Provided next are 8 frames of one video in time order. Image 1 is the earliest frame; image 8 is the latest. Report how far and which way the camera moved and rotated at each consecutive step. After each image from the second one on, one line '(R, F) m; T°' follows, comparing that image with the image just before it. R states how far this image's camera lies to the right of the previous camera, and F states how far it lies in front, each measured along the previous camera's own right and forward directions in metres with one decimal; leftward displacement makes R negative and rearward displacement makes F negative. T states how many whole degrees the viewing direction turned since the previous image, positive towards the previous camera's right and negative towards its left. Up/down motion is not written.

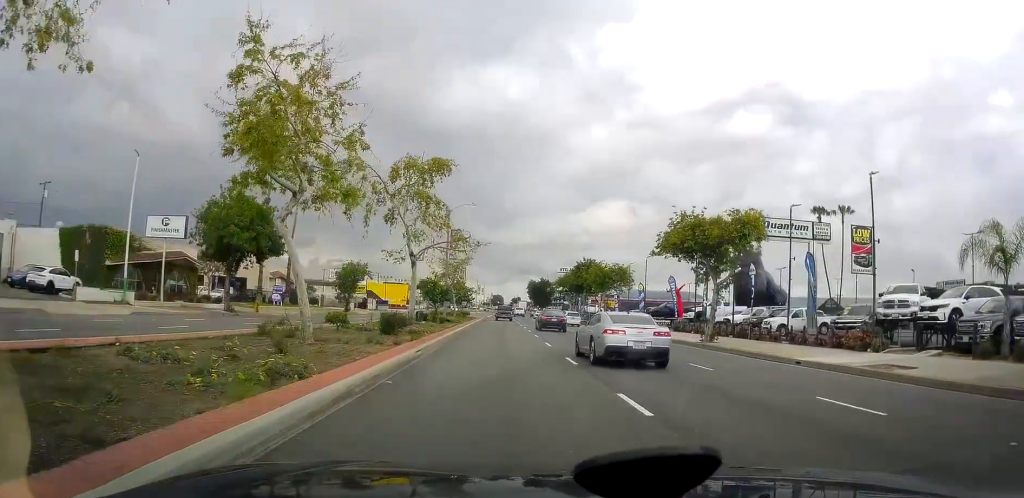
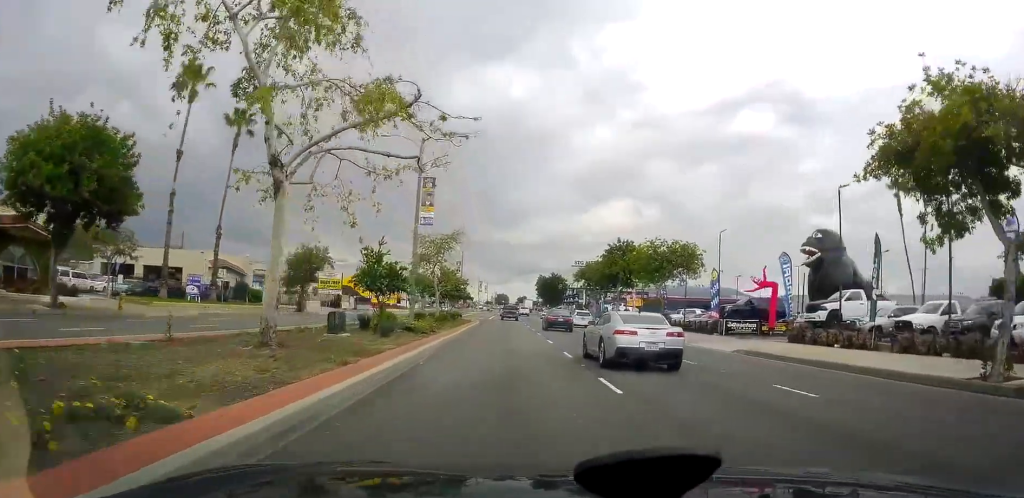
(-0.8, +20.2) m; 0°
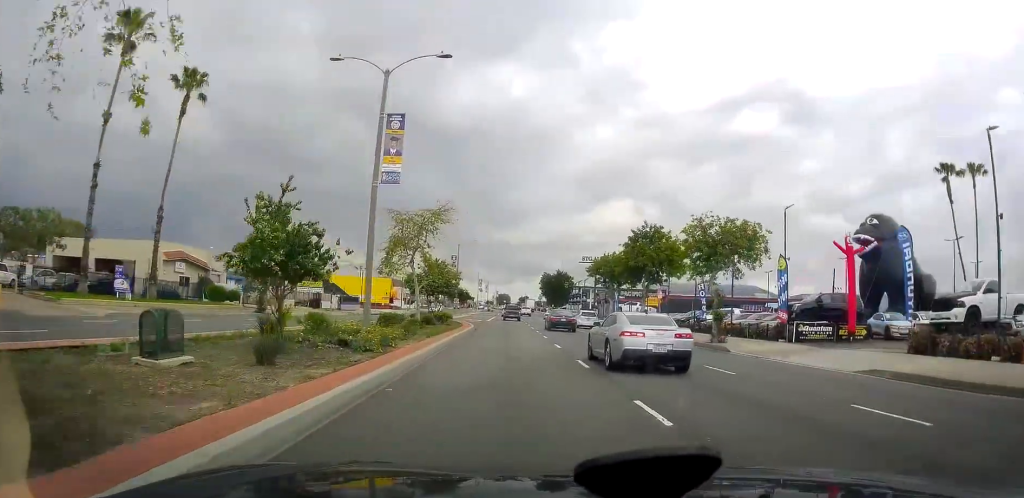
(+0.5, +10.3) m; +3°
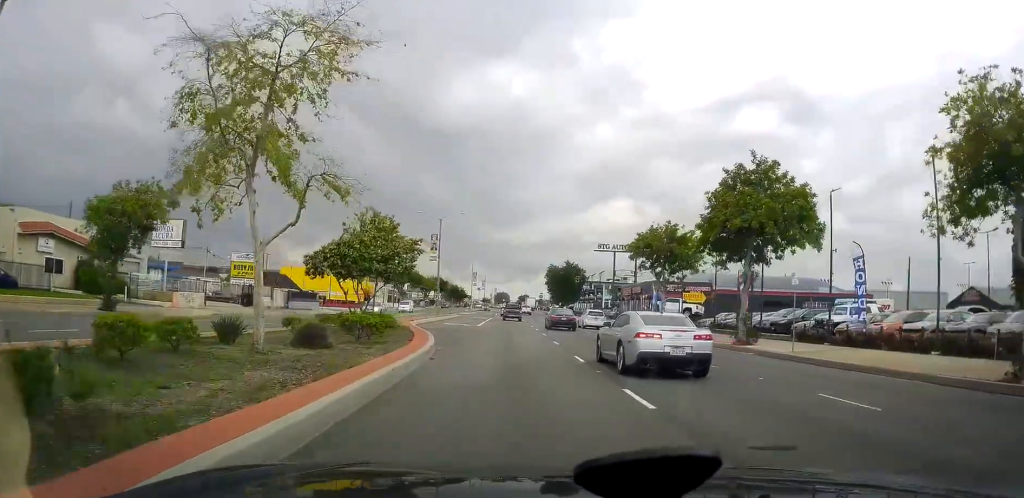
(0.0, +20.8) m; 0°
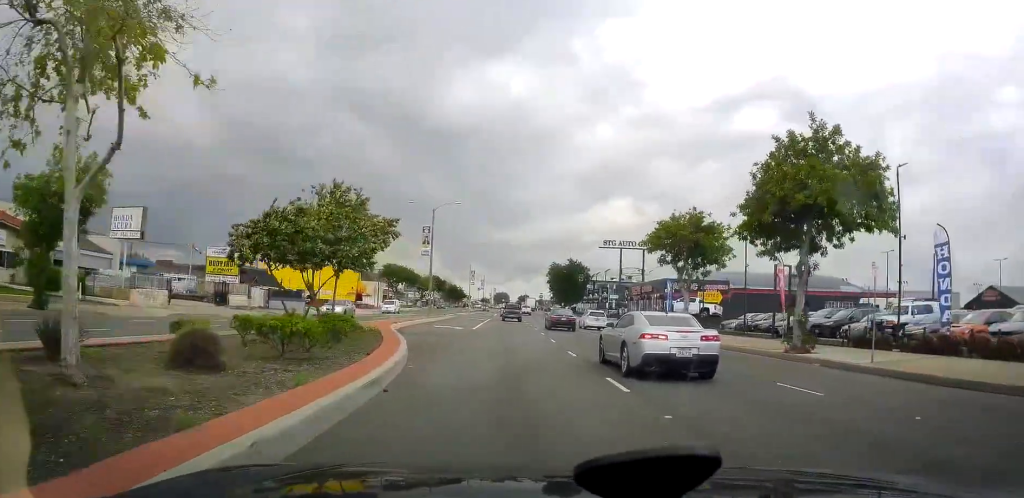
(0.0, +5.5) m; 0°
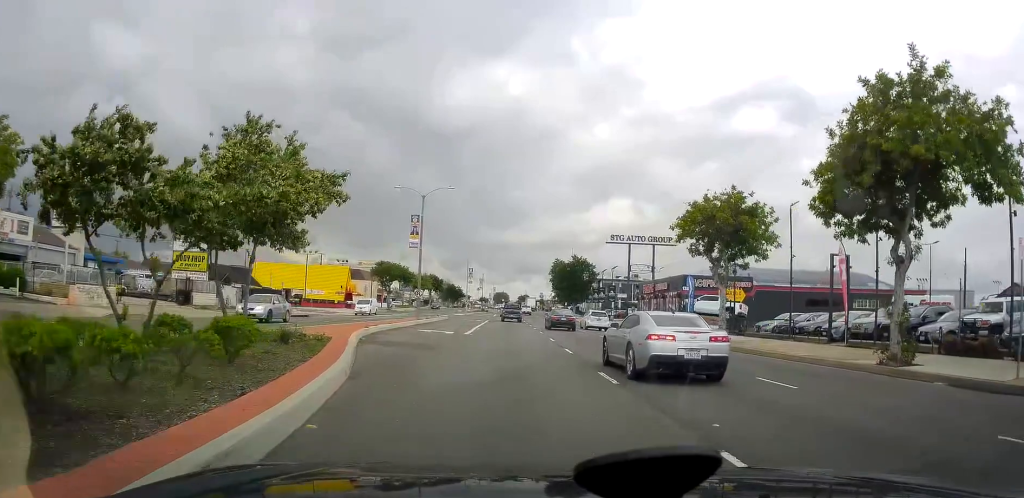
(0.0, +6.3) m; 0°
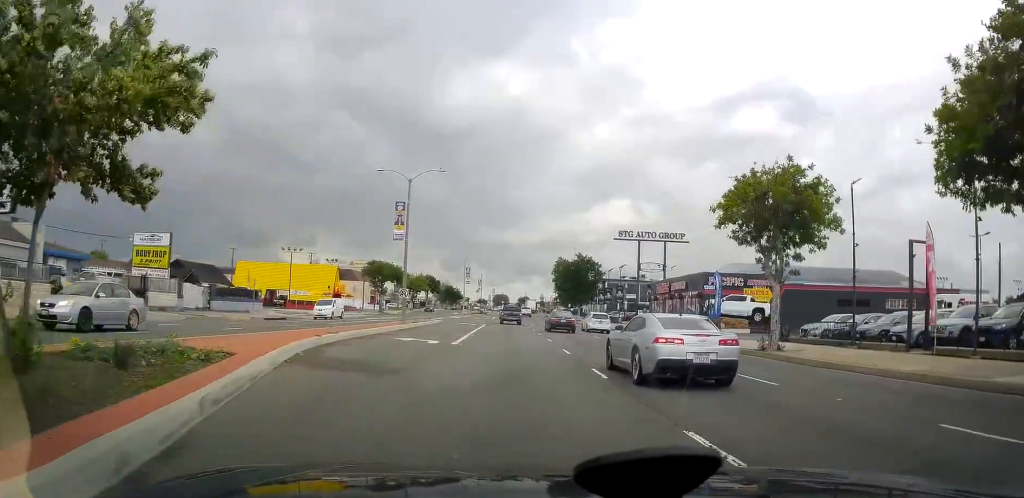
(0.0, +6.3) m; 0°
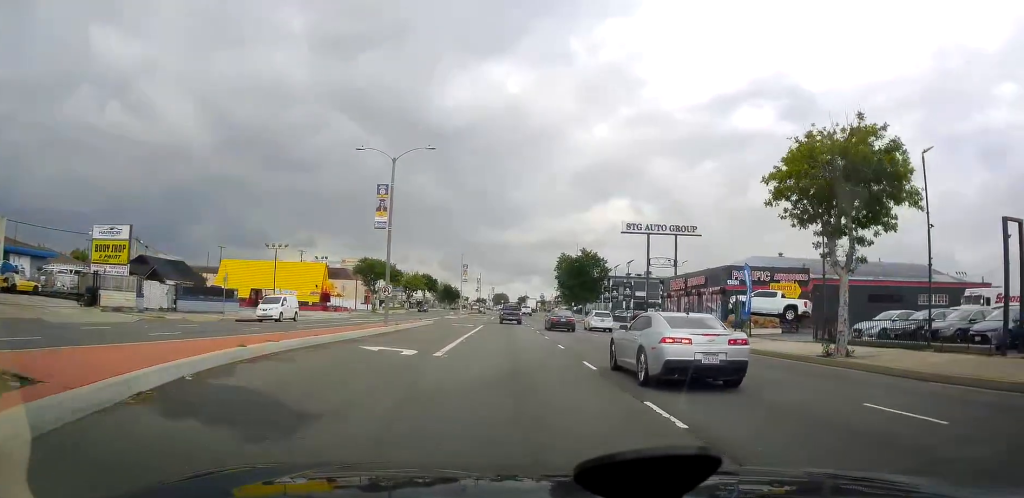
(0.0, +5.3) m; 0°
